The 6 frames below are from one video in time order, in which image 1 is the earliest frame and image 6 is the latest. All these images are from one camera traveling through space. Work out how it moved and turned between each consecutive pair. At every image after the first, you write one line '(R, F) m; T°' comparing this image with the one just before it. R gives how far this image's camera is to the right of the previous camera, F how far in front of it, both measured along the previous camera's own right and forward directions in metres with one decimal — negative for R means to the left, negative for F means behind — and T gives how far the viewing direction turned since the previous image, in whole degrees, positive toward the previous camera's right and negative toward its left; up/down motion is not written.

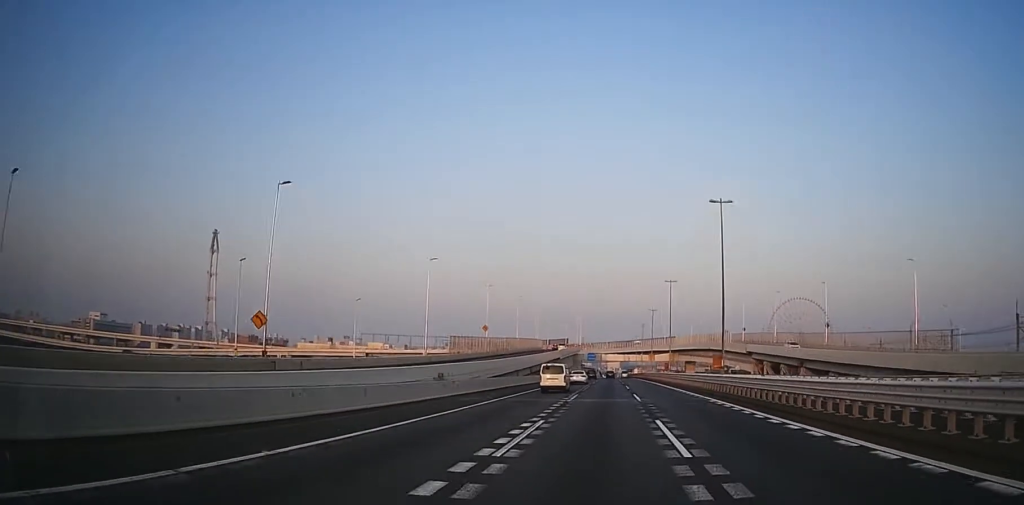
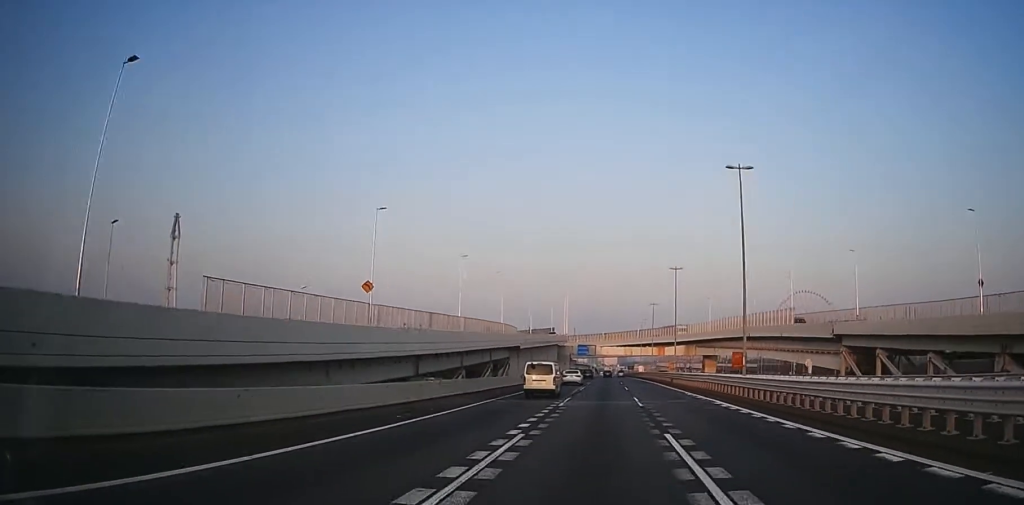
(-0.4, +46.2) m; -1°
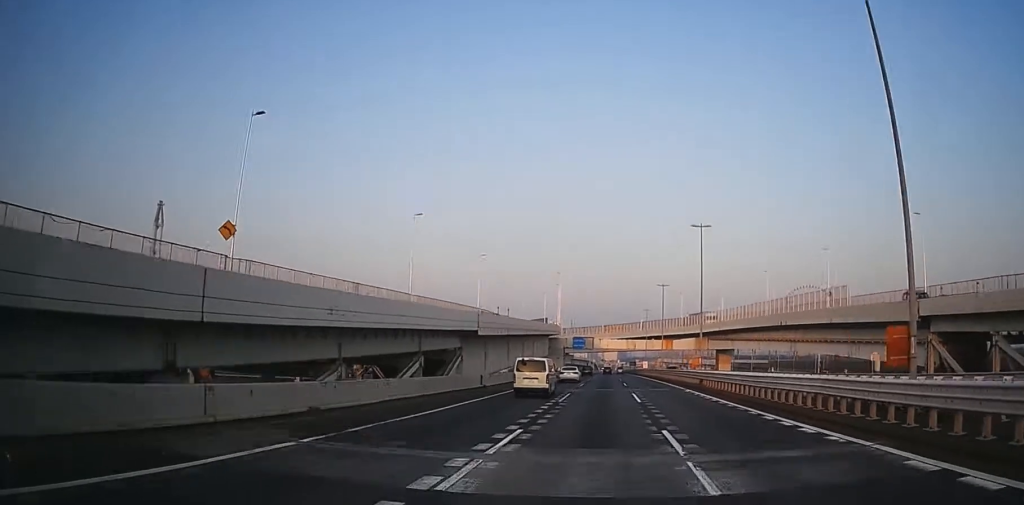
(+0.4, +22.6) m; +2°
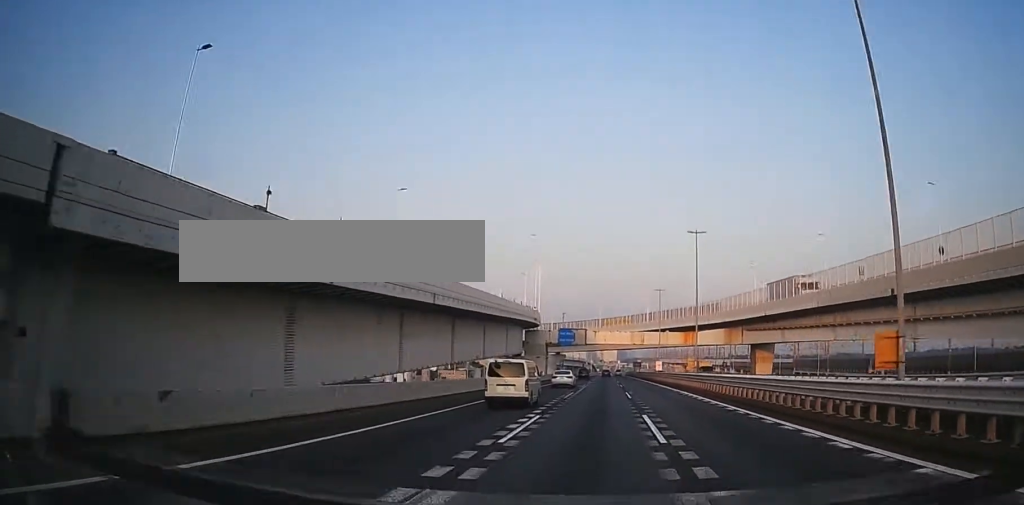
(+0.9, +35.7) m; +2°
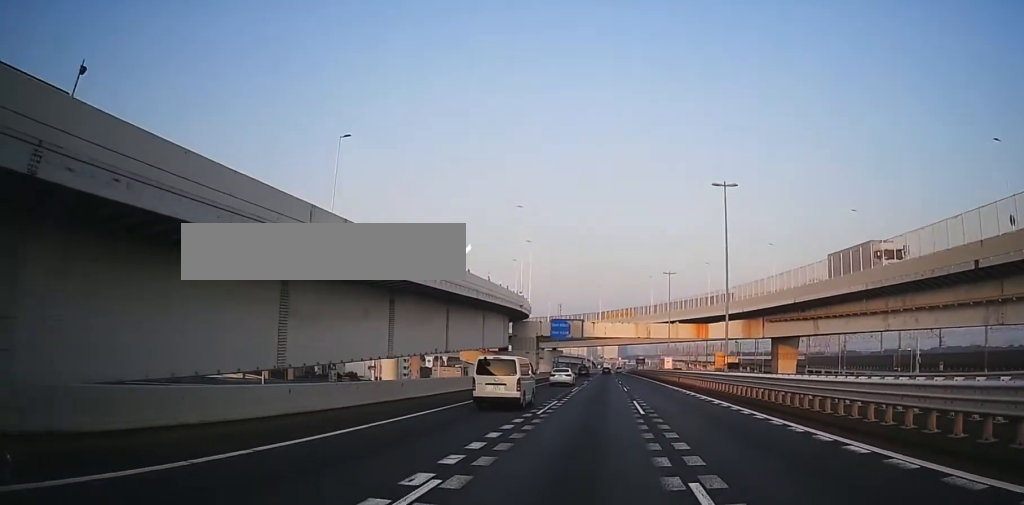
(+0.2, +13.7) m; 0°
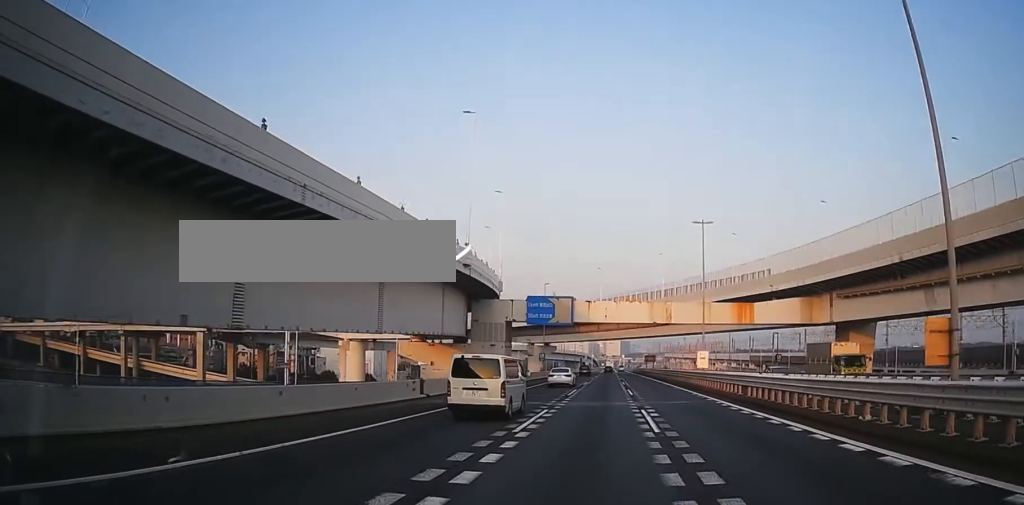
(-0.4, +21.9) m; -3°
